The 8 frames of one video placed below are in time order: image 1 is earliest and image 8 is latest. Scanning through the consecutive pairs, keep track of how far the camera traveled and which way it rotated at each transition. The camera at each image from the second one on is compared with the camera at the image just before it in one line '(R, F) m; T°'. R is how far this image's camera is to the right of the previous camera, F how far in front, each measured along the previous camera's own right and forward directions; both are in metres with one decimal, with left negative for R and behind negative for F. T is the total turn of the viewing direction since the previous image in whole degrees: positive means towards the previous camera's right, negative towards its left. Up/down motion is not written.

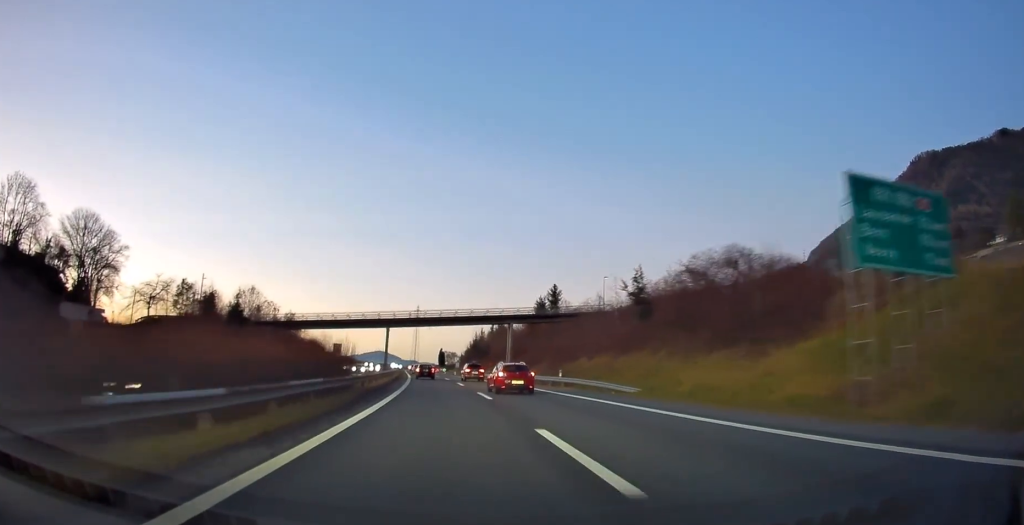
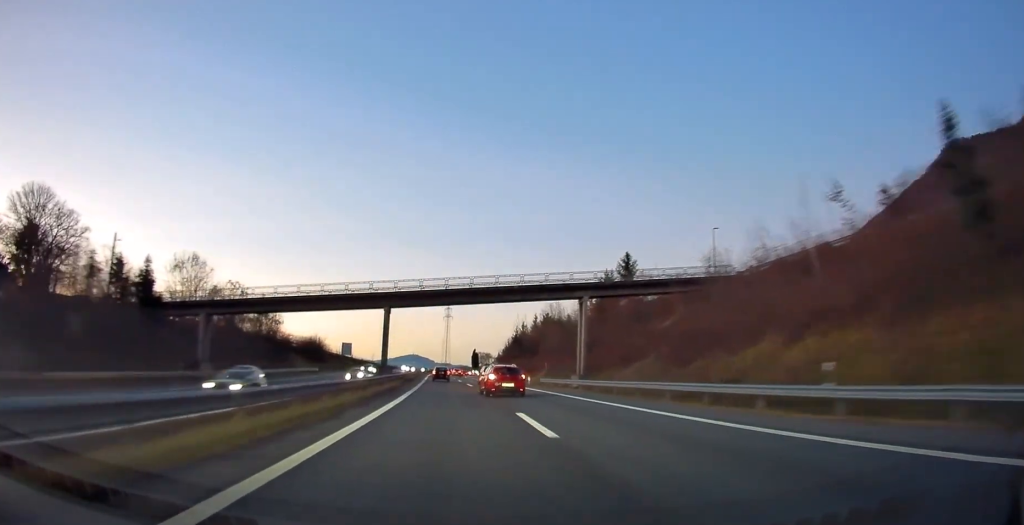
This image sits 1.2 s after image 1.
(-0.9, +30.9) m; -3°
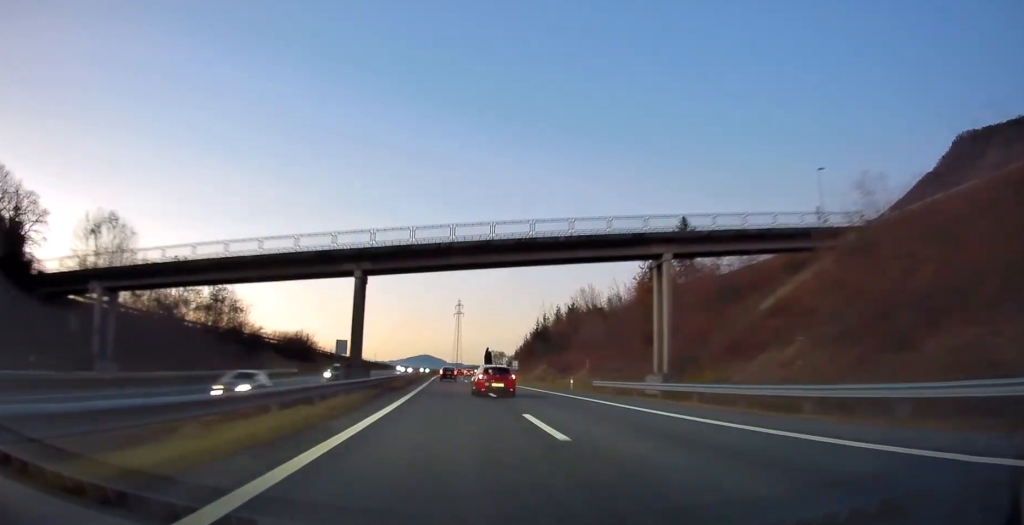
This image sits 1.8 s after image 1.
(0.0, +17.5) m; -2°
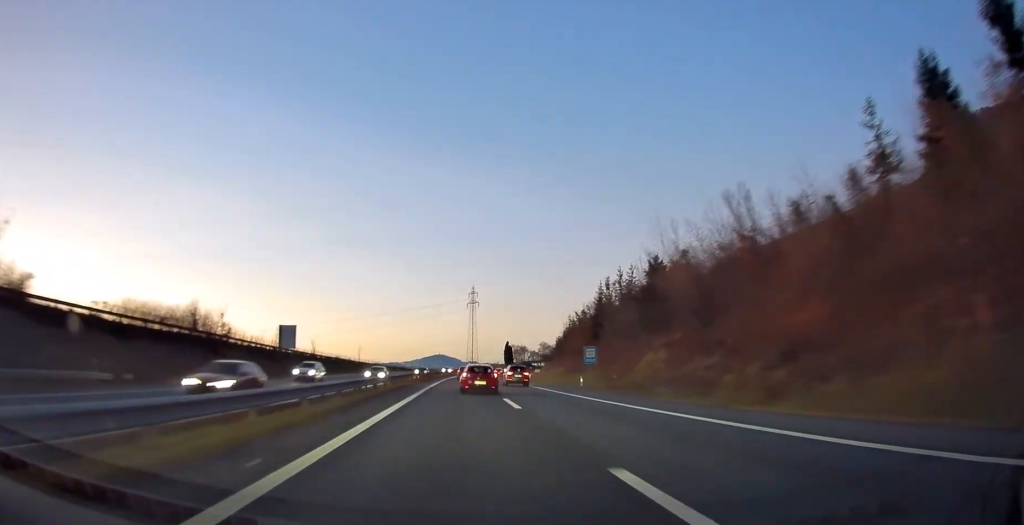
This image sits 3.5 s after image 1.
(-1.5, +45.5) m; -3°
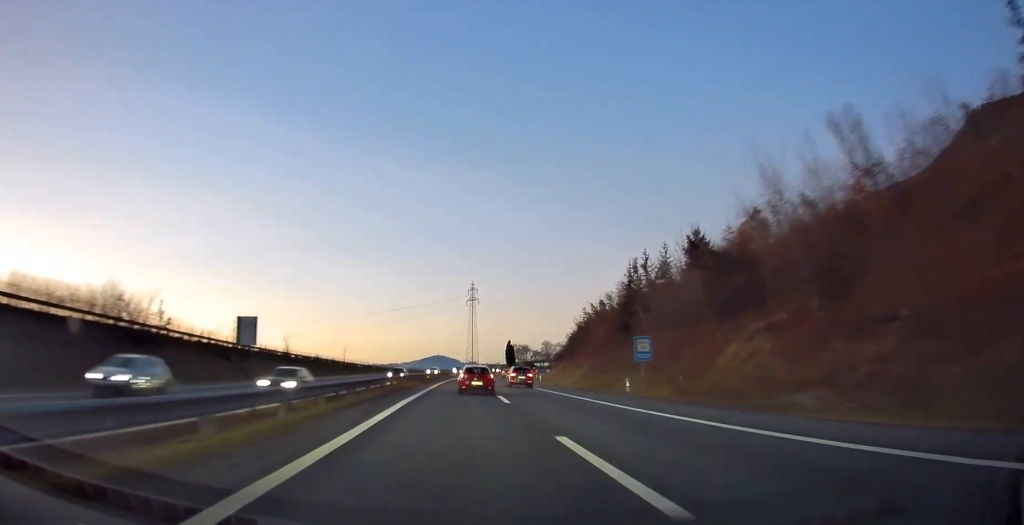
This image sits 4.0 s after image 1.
(0.0, +13.5) m; 0°
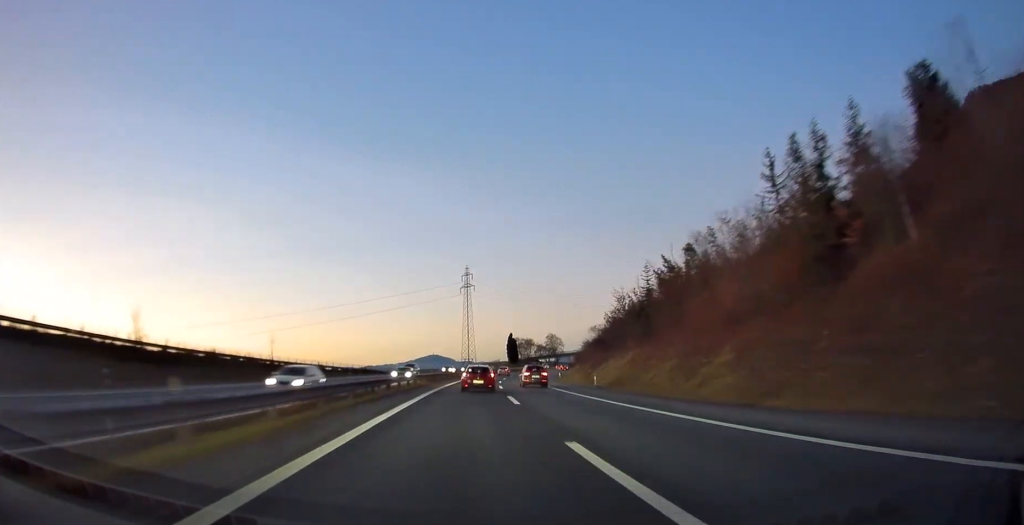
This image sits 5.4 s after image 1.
(-0.3, +37.1) m; 0°
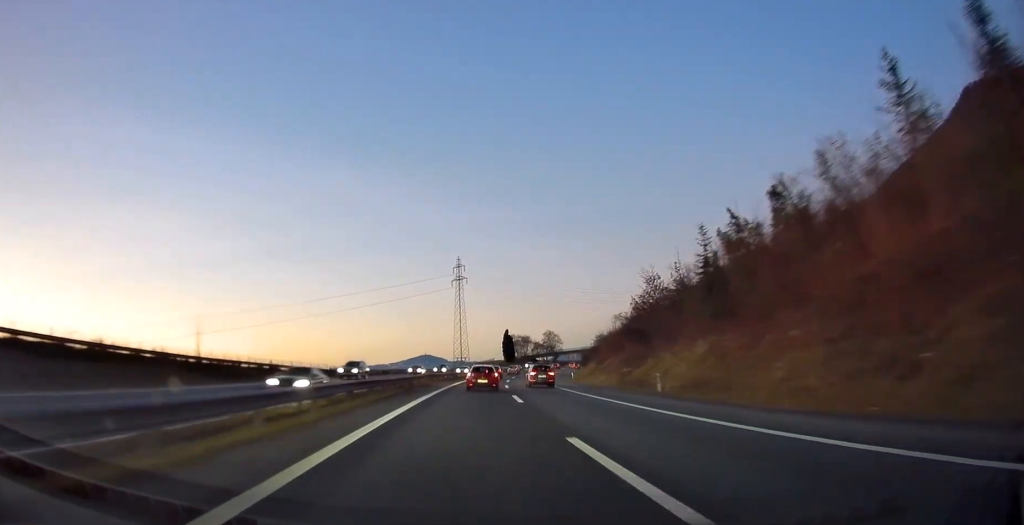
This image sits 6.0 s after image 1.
(-0.1, +16.5) m; 0°
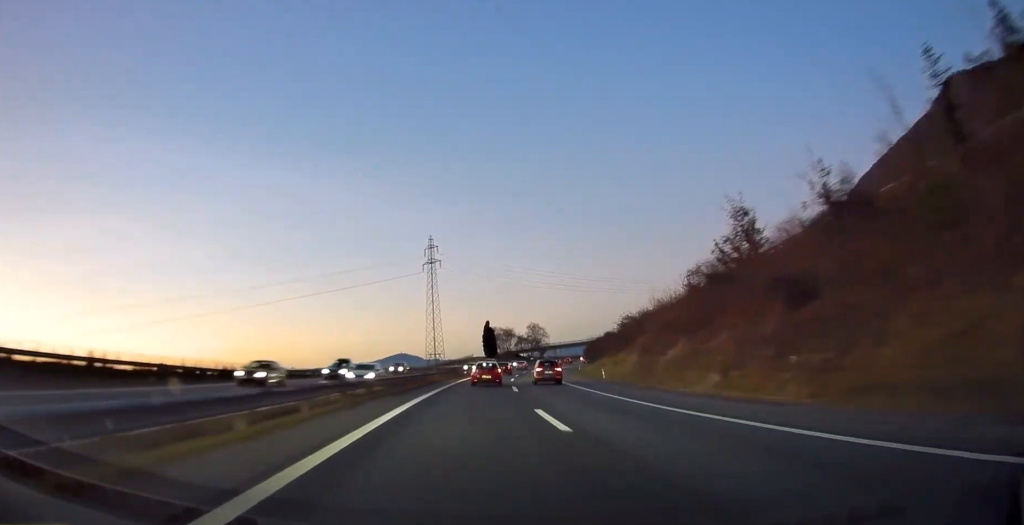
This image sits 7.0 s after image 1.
(+0.3, +28.8) m; +2°
